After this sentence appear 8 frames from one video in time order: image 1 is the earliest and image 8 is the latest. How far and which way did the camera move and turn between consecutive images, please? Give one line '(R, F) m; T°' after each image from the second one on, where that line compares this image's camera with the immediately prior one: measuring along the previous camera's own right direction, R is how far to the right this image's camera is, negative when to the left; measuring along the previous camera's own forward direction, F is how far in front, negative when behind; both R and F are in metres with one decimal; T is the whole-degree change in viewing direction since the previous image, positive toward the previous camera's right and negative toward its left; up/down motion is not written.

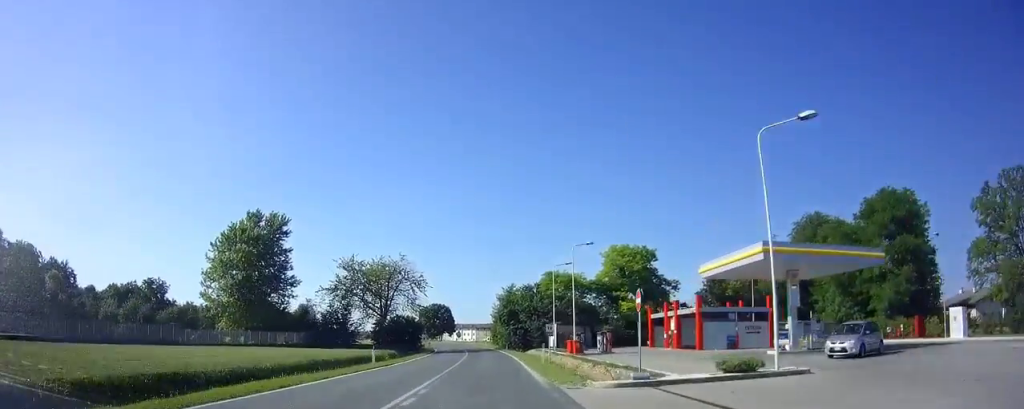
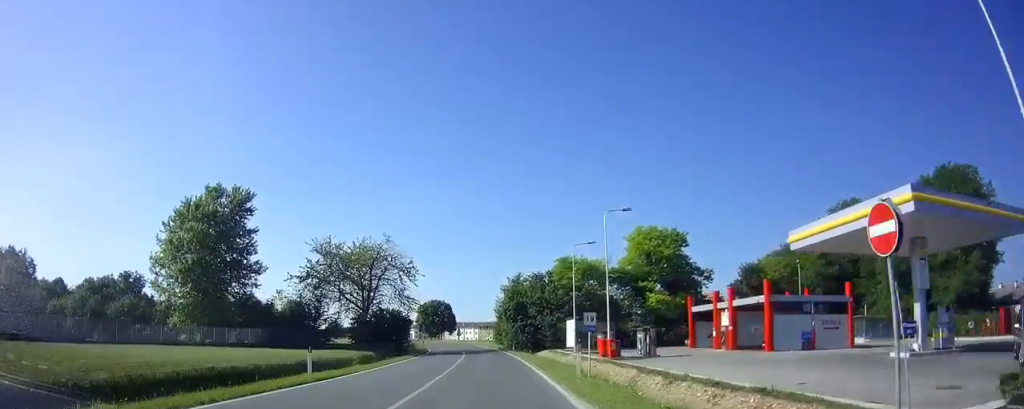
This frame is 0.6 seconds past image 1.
(0.0, +10.1) m; -1°
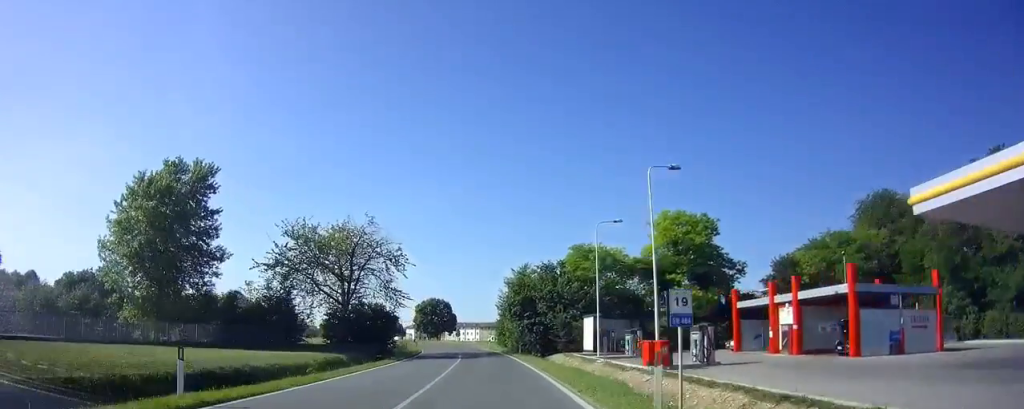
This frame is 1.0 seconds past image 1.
(0.0, +8.3) m; -1°
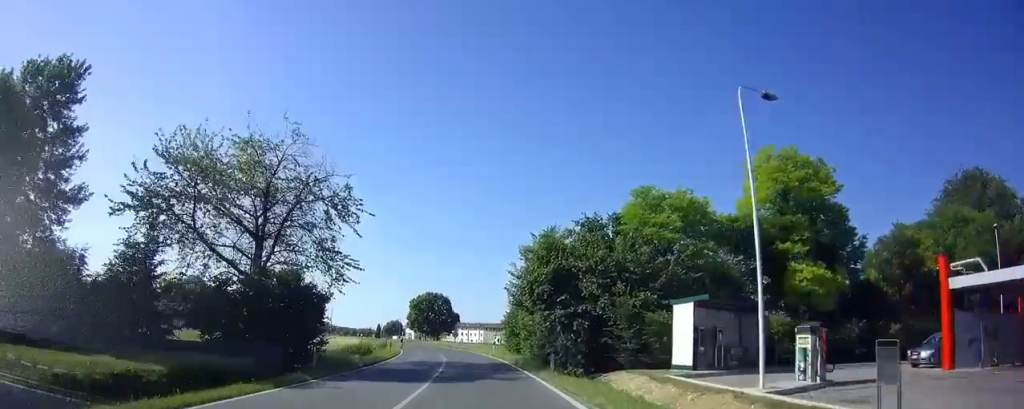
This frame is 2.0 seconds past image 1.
(-0.3, +17.9) m; -3°
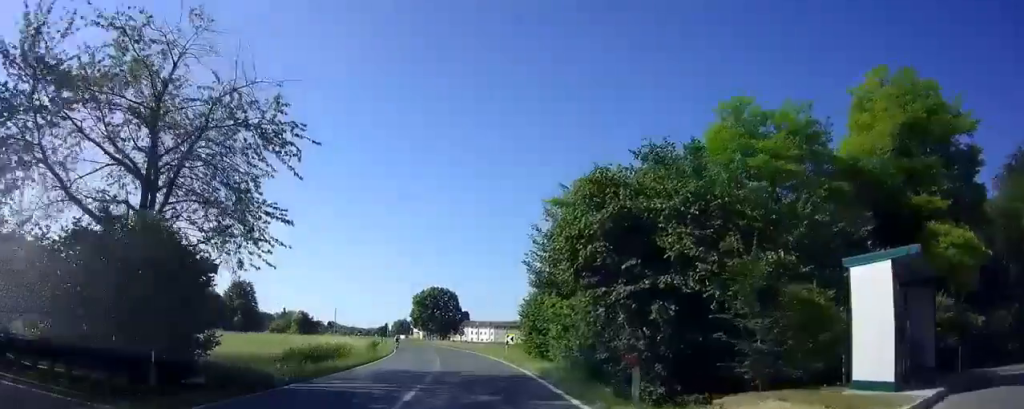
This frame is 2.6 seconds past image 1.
(0.0, +9.5) m; -2°
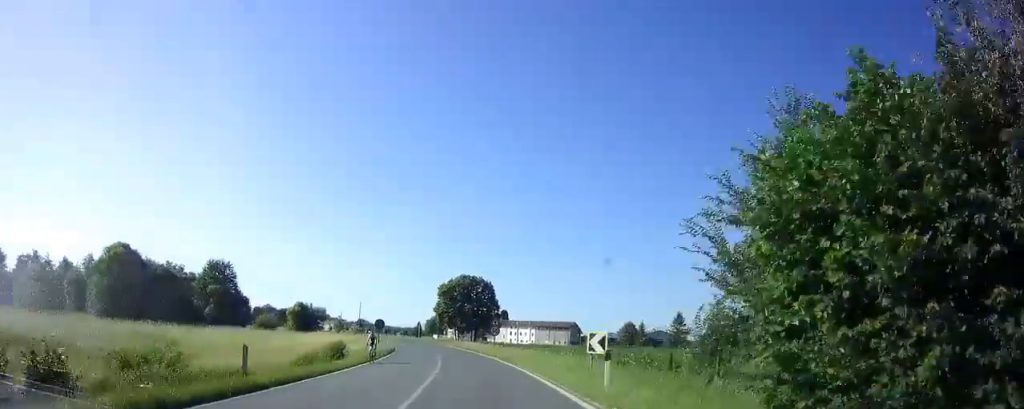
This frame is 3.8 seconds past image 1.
(-0.9, +21.5) m; -3°
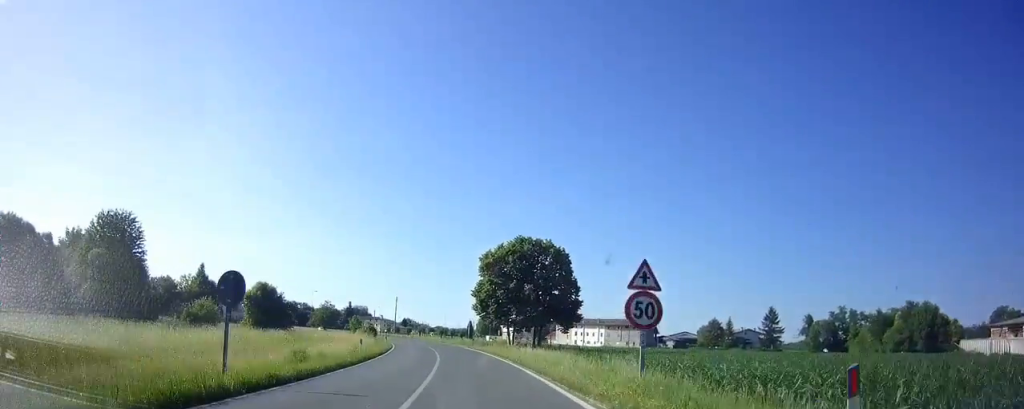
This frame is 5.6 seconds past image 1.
(-1.5, +32.8) m; -6°
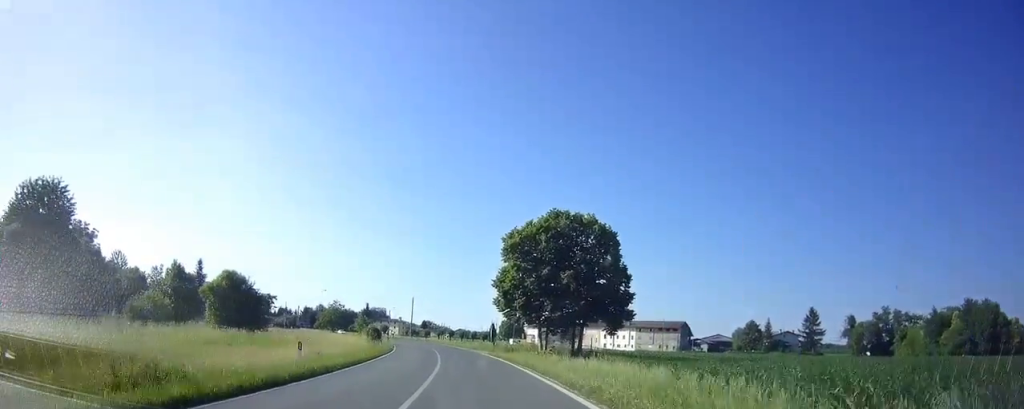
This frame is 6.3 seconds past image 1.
(-0.3, +11.9) m; -2°
